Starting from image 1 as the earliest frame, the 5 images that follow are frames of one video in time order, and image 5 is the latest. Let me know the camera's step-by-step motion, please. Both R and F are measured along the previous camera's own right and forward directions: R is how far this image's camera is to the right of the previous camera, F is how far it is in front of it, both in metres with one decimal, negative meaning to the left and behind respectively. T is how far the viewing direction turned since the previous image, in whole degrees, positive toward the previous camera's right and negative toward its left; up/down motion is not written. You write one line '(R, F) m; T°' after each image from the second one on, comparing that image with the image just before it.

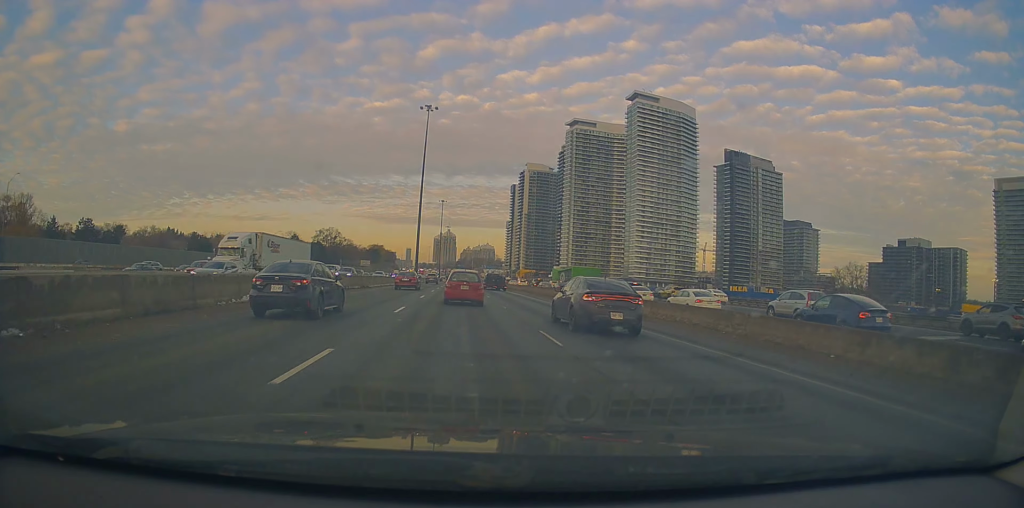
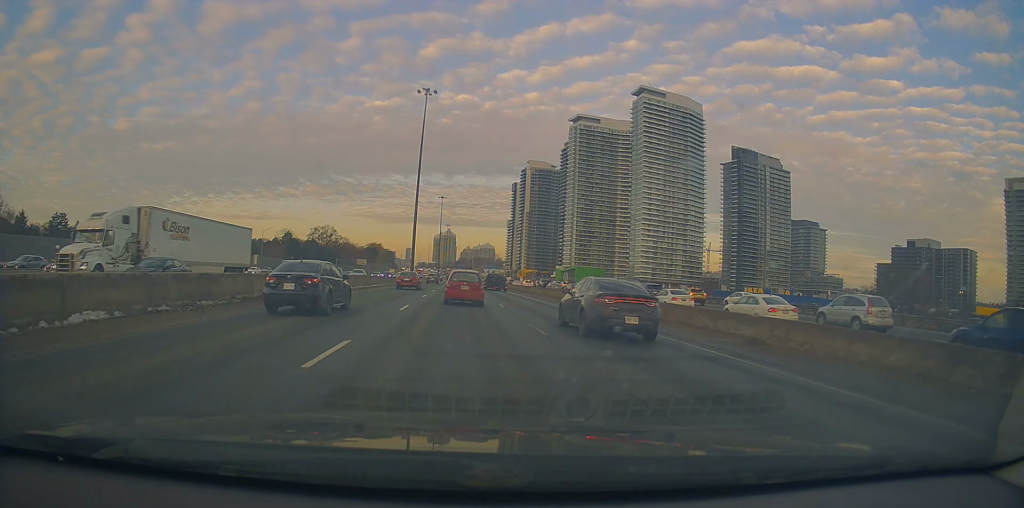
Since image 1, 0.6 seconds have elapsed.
(+0.3, +10.4) m; +1°
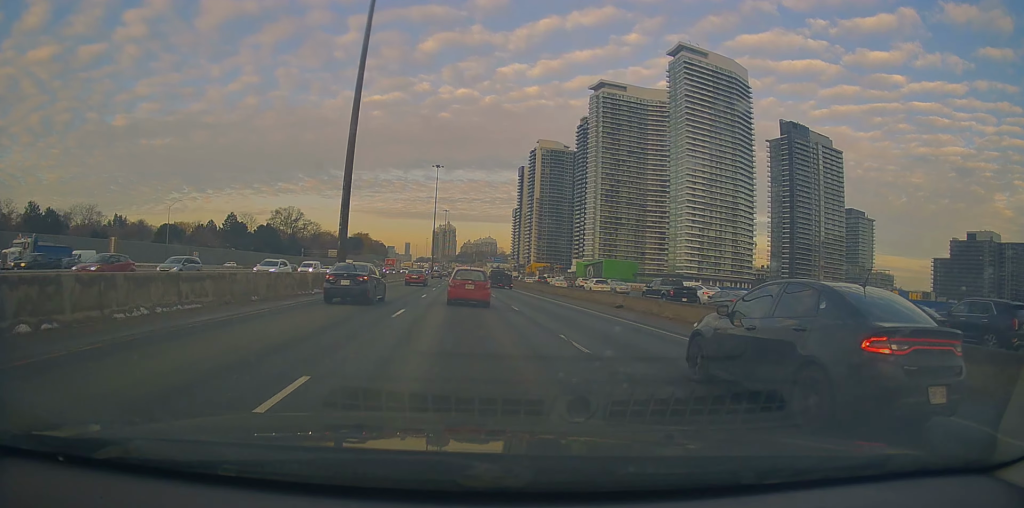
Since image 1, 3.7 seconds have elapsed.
(+1.1, +62.0) m; 0°
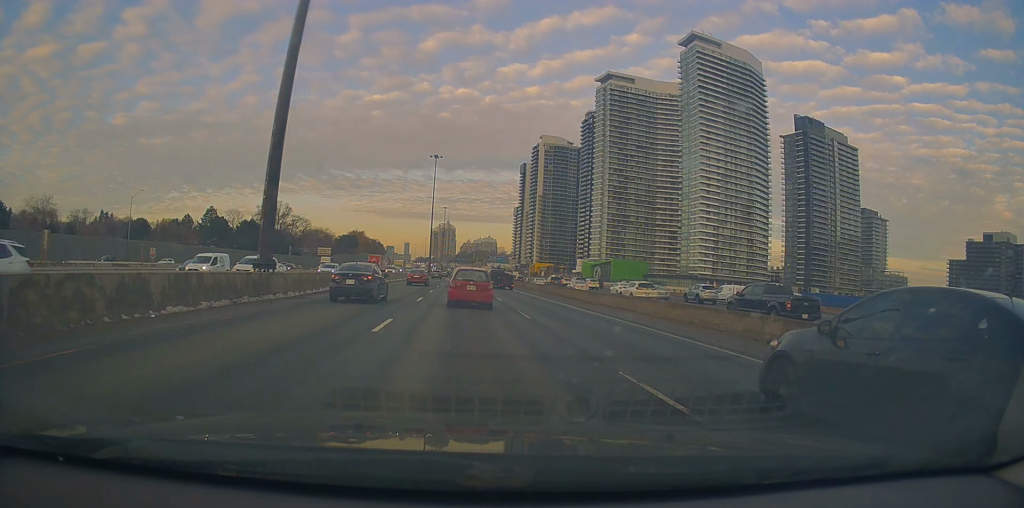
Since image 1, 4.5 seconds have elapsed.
(-0.2, +15.9) m; 0°
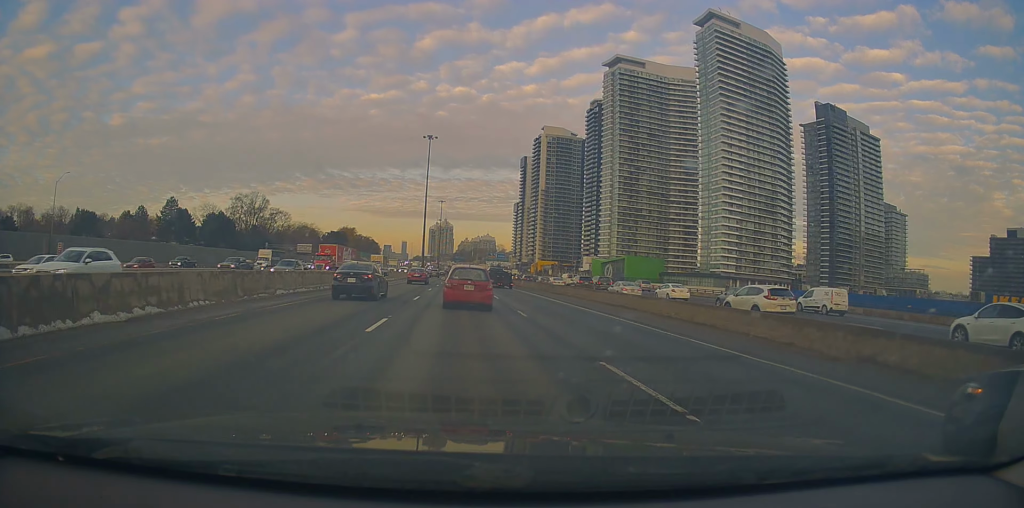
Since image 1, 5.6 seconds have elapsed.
(+0.4, +23.8) m; +1°
